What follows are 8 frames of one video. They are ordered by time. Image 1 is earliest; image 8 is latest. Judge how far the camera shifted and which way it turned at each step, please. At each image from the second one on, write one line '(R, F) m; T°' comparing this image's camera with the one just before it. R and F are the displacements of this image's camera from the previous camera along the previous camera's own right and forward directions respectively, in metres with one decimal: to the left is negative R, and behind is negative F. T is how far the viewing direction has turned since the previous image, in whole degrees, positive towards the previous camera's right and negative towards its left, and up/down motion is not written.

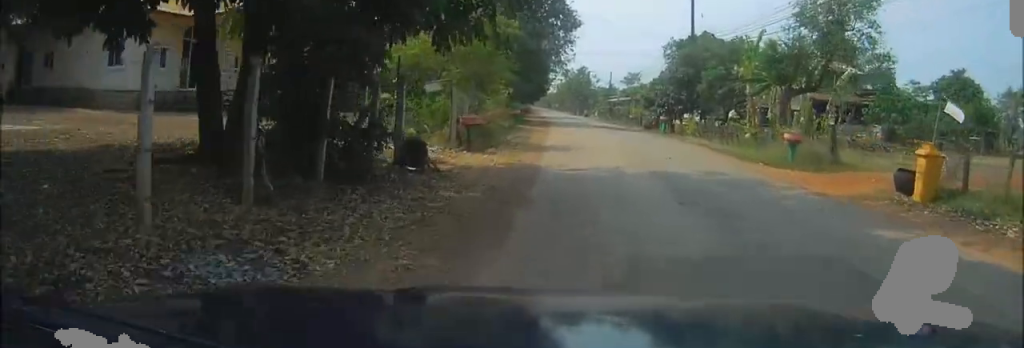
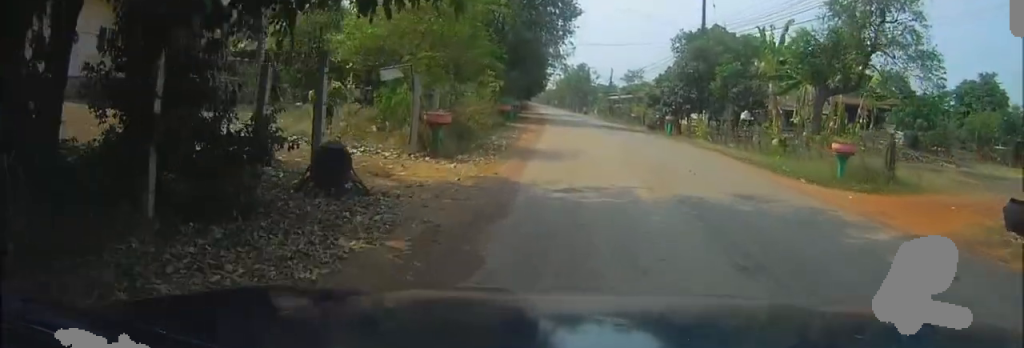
(0.0, +3.9) m; 0°
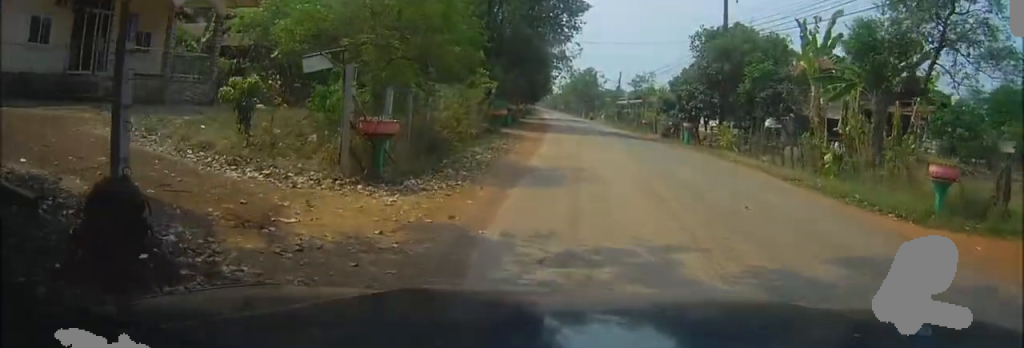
(0.0, +4.4) m; 0°
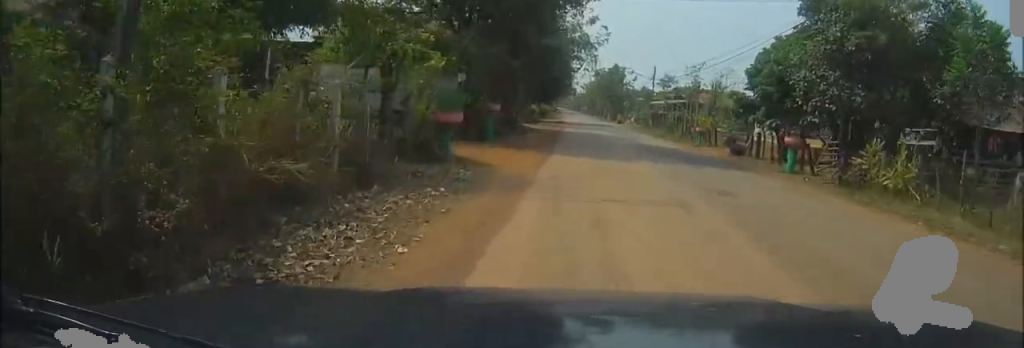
(-0.2, +14.7) m; -2°
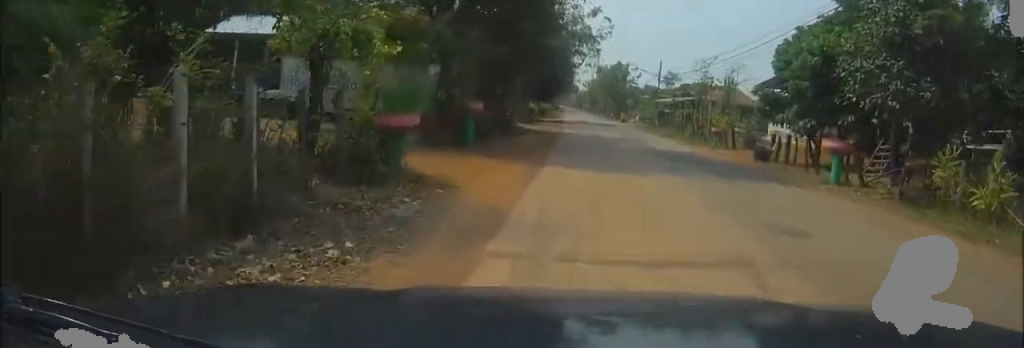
(-0.1, +3.8) m; -1°
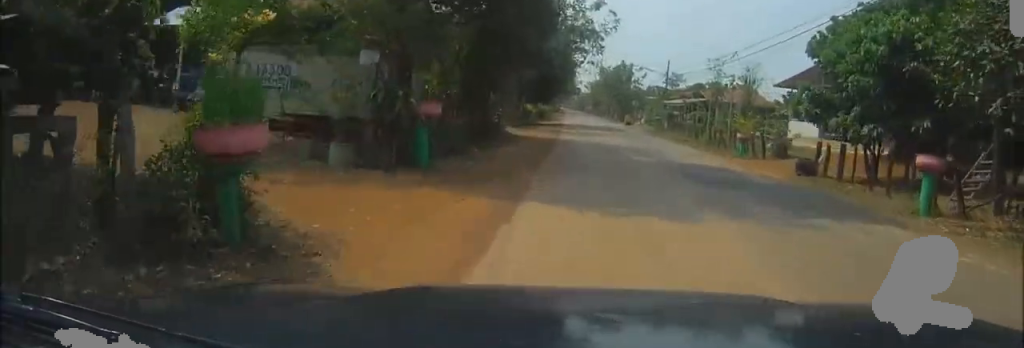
(0.0, +5.0) m; -1°
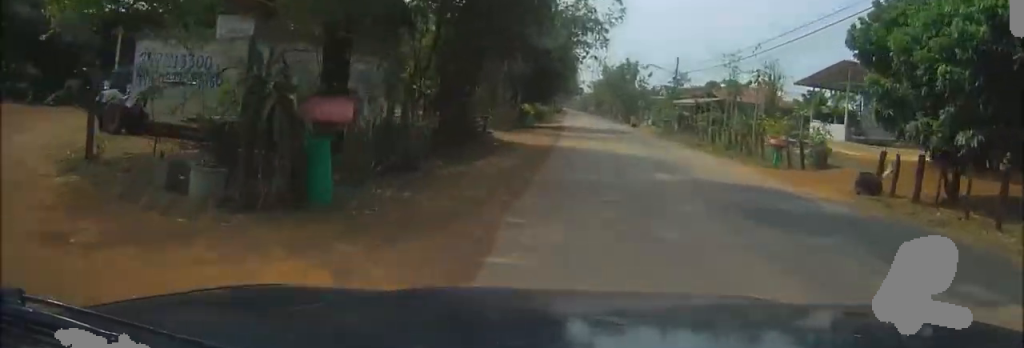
(0.0, +4.6) m; 0°
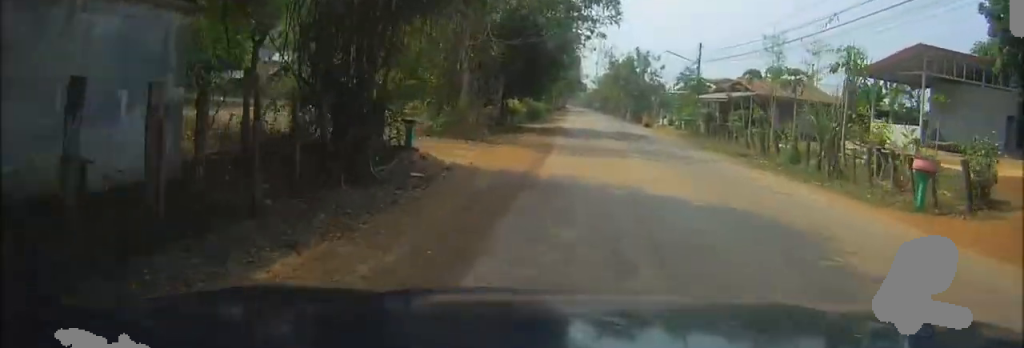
(+0.1, +10.1) m; +1°
